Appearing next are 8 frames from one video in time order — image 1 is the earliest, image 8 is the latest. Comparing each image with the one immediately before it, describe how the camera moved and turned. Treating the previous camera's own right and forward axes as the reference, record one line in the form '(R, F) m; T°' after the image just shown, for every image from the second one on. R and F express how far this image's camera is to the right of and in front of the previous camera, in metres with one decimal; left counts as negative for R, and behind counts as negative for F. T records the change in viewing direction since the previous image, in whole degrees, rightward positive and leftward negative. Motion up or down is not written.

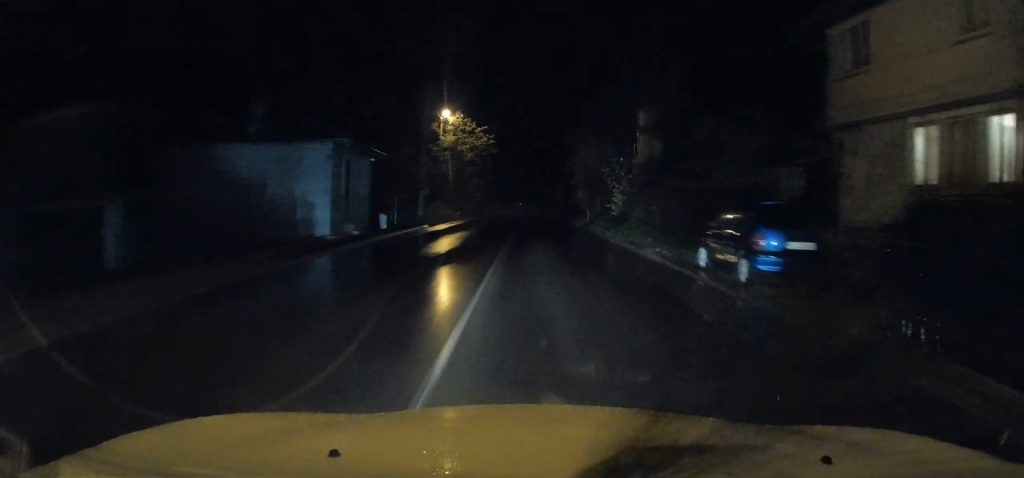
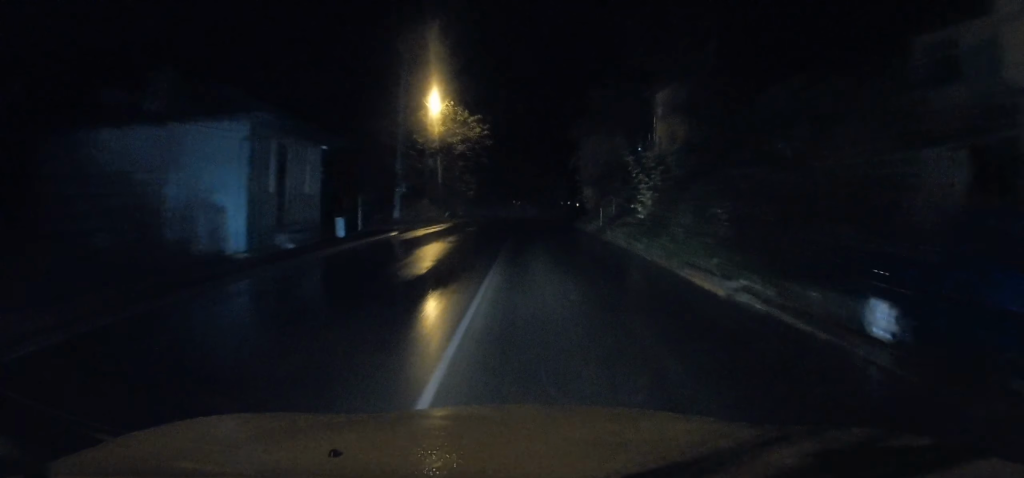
(+0.1, +6.8) m; 0°
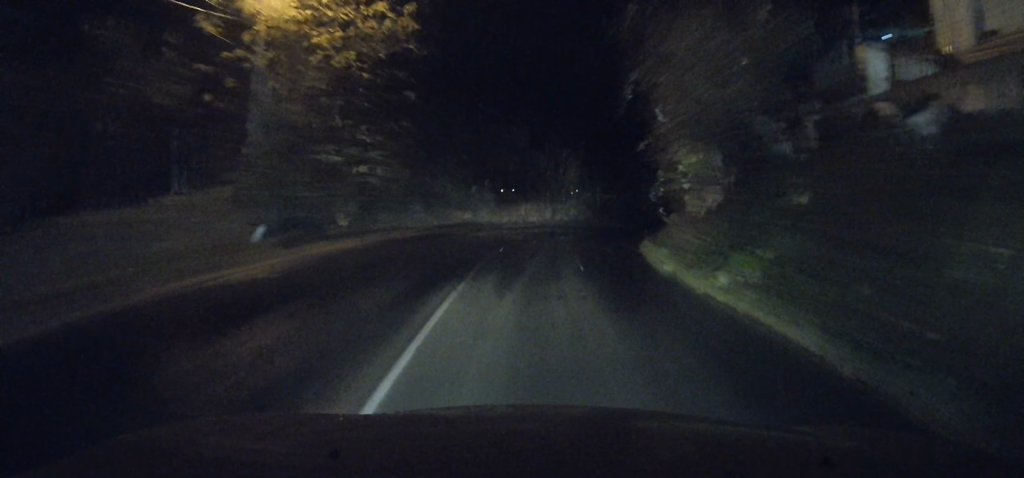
(+0.3, +30.5) m; +3°
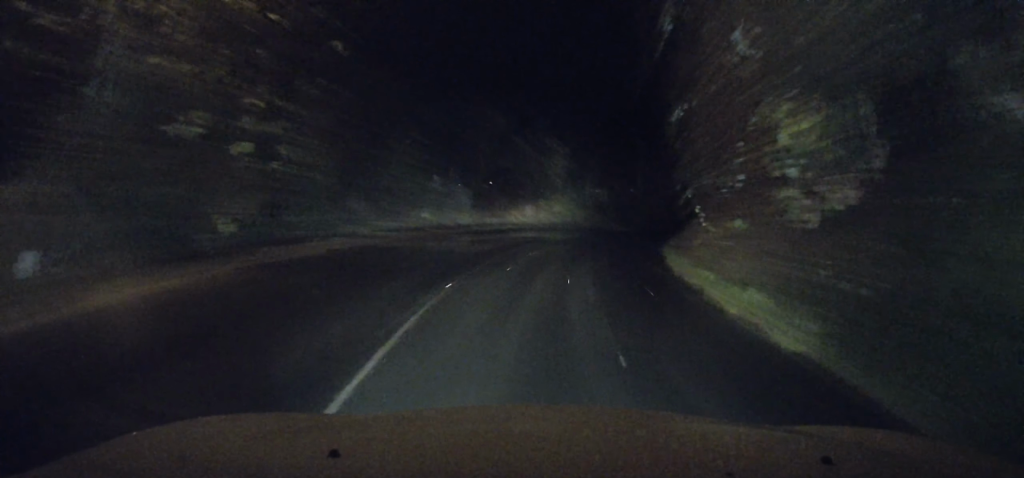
(0.0, +7.1) m; +2°
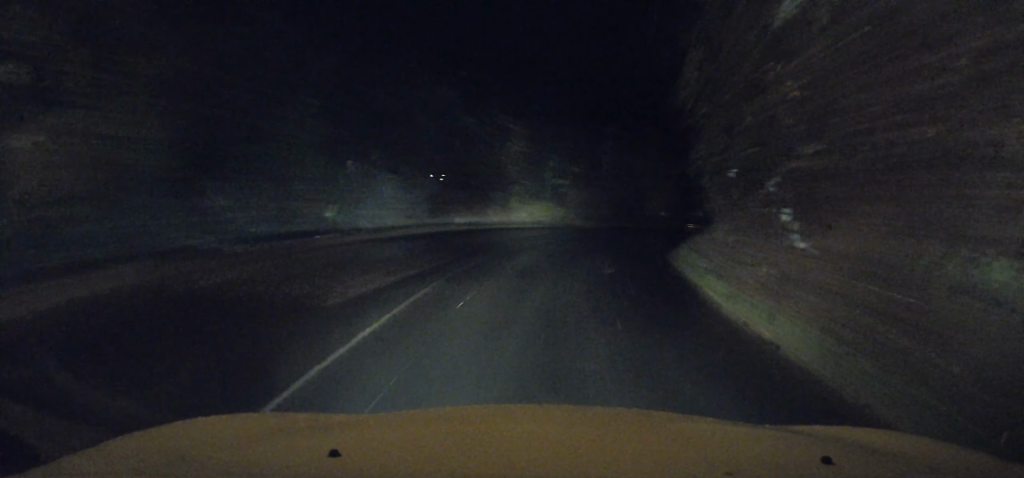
(+0.2, +7.3) m; +5°
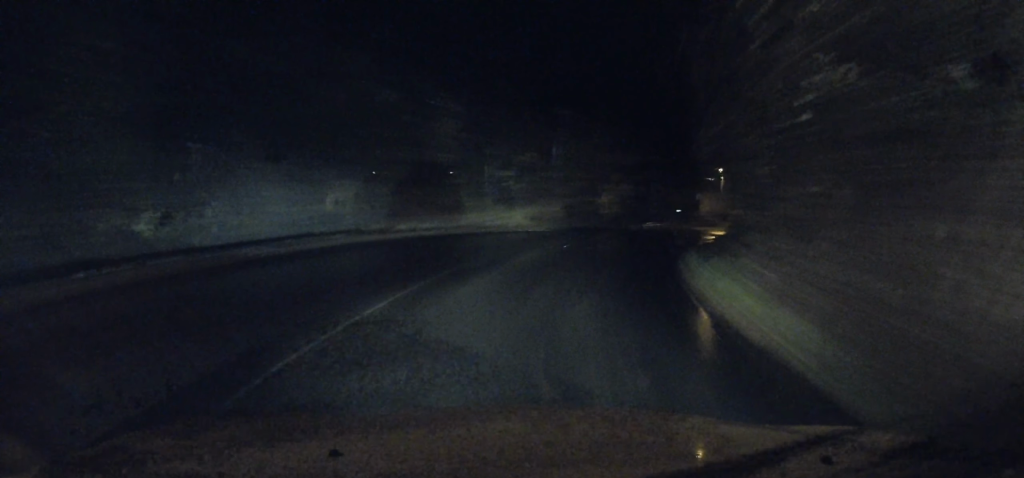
(+0.2, +7.3) m; +5°
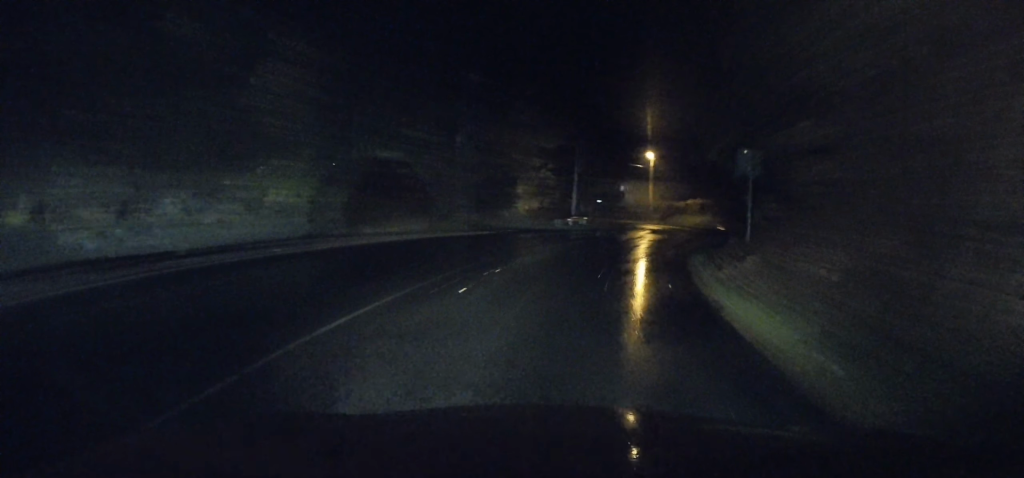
(+0.6, +9.8) m; +9°
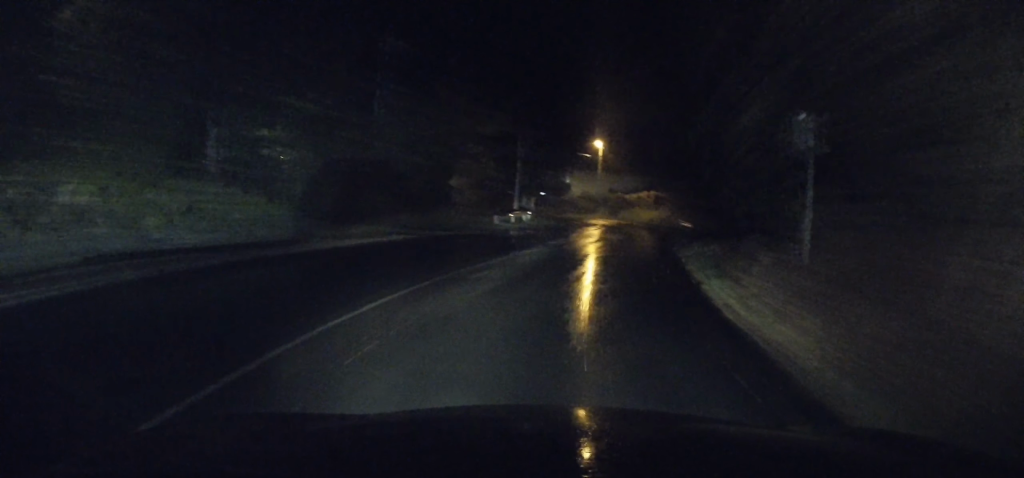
(+0.5, +6.1) m; +4°
